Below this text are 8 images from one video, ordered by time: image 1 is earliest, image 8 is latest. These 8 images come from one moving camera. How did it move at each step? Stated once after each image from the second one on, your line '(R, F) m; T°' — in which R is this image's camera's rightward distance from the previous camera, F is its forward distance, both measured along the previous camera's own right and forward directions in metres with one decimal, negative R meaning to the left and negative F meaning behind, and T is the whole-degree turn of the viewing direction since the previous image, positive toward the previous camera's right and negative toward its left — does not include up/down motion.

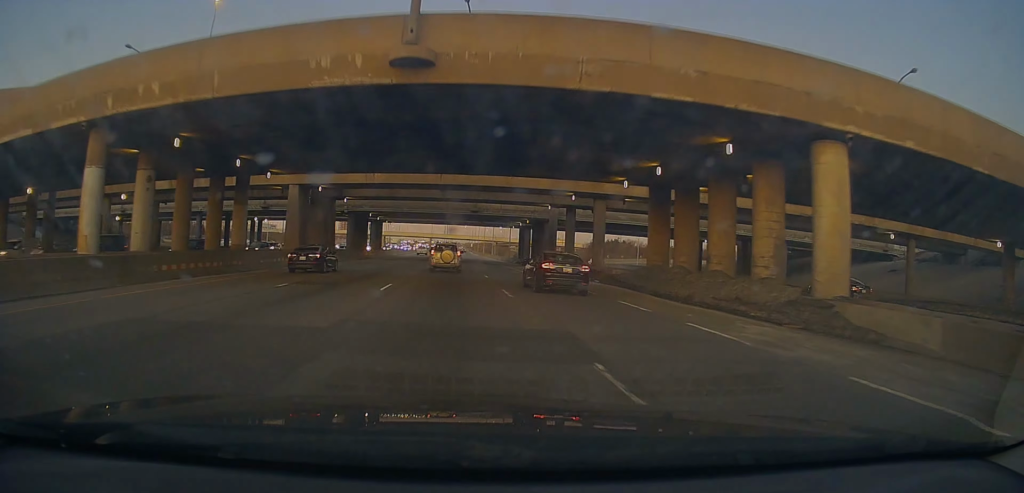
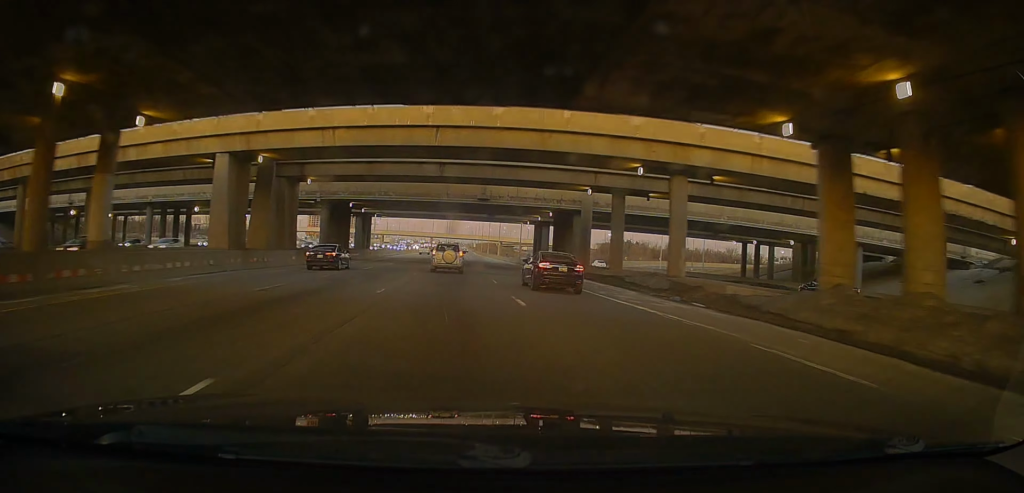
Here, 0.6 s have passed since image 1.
(+0.3, +15.1) m; 0°
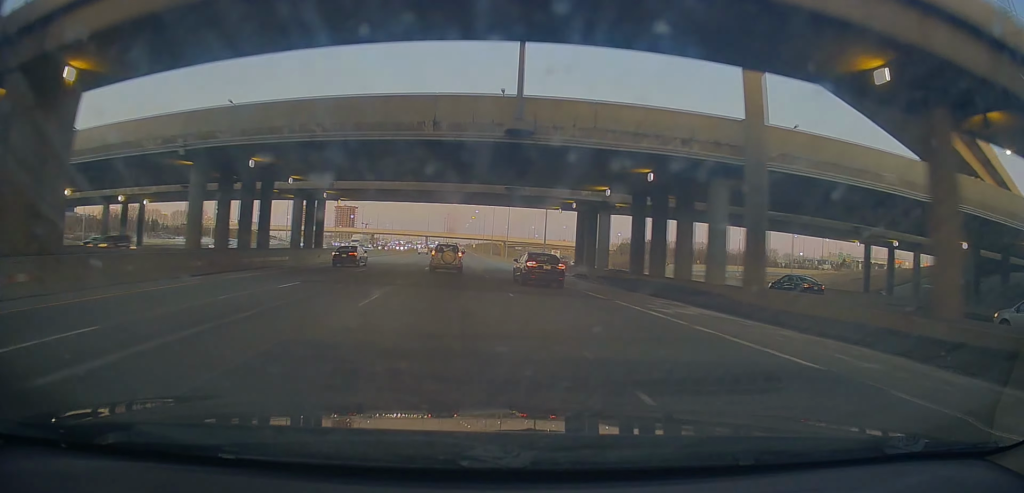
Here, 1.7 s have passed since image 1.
(+0.1, +28.8) m; +1°
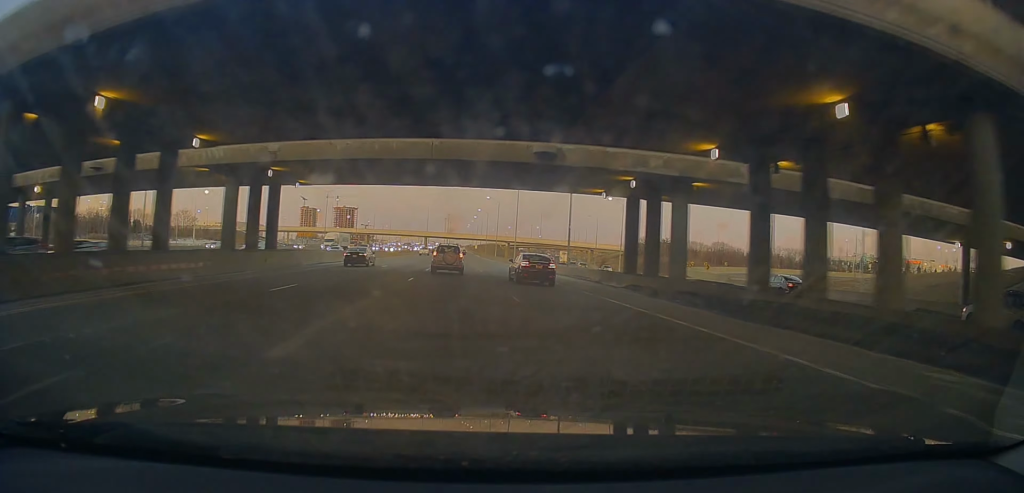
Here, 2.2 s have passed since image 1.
(-0.2, +14.4) m; 0°
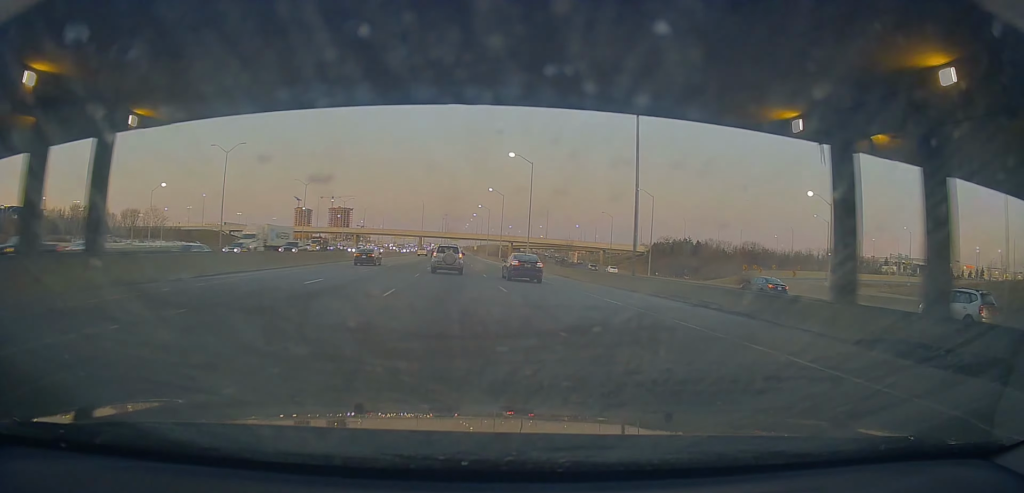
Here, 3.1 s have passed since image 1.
(+0.7, +20.4) m; +1°
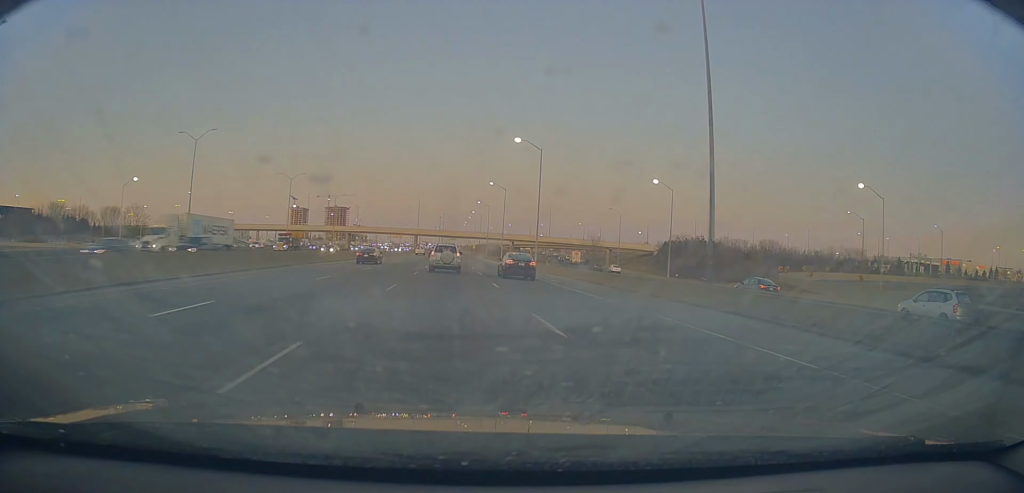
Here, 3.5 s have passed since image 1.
(-0.2, +10.5) m; -1°
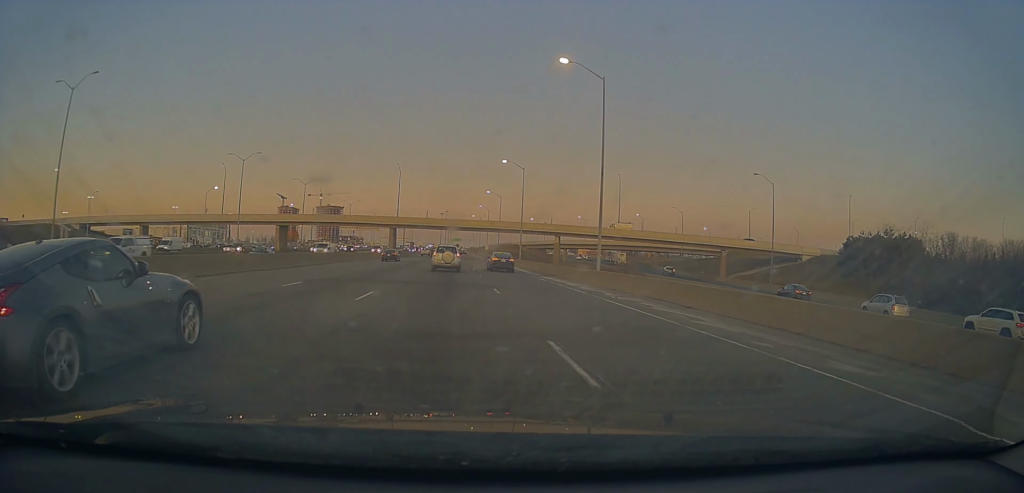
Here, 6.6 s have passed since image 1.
(-1.7, +77.0) m; -2°
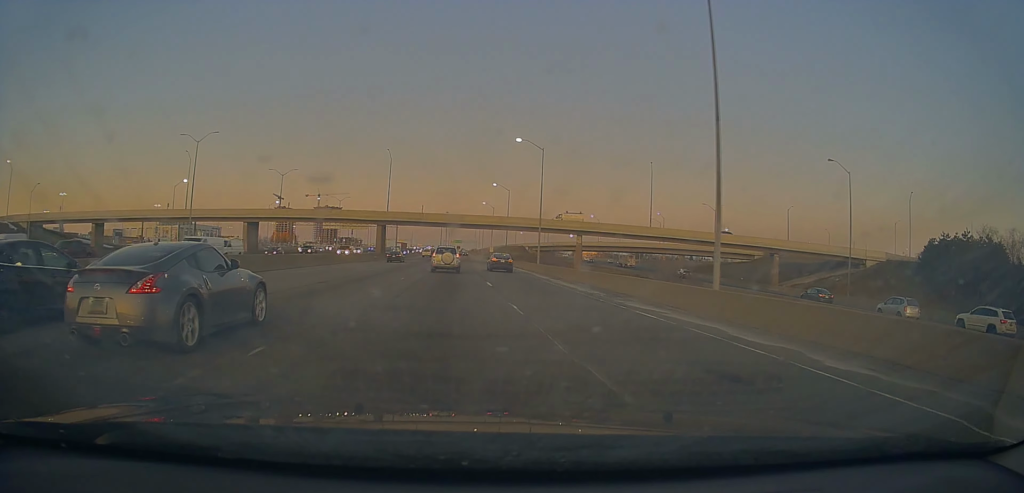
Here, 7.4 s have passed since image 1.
(-0.2, +18.6) m; 0°
